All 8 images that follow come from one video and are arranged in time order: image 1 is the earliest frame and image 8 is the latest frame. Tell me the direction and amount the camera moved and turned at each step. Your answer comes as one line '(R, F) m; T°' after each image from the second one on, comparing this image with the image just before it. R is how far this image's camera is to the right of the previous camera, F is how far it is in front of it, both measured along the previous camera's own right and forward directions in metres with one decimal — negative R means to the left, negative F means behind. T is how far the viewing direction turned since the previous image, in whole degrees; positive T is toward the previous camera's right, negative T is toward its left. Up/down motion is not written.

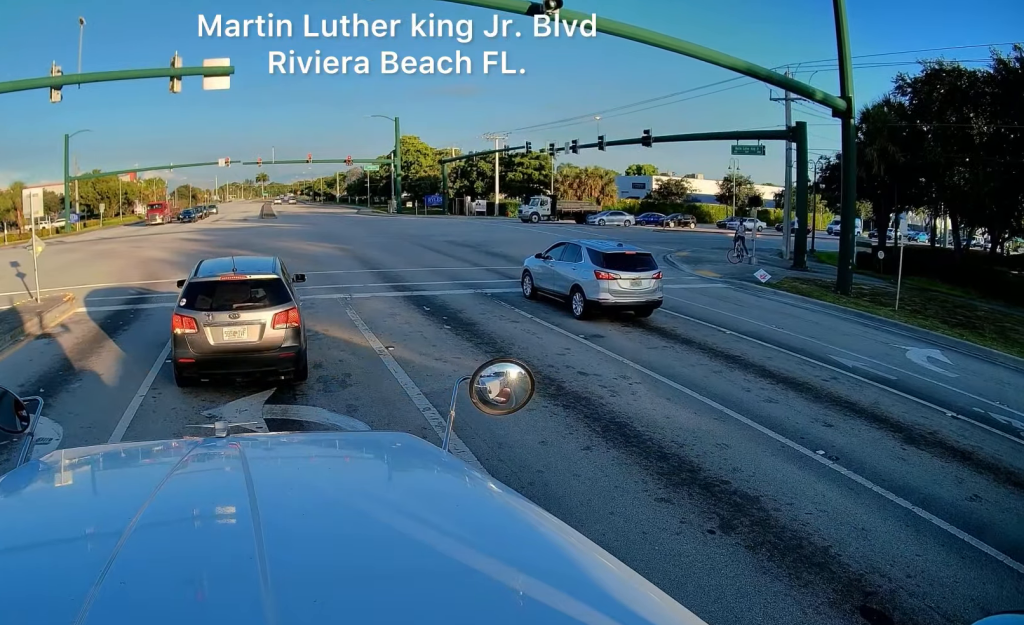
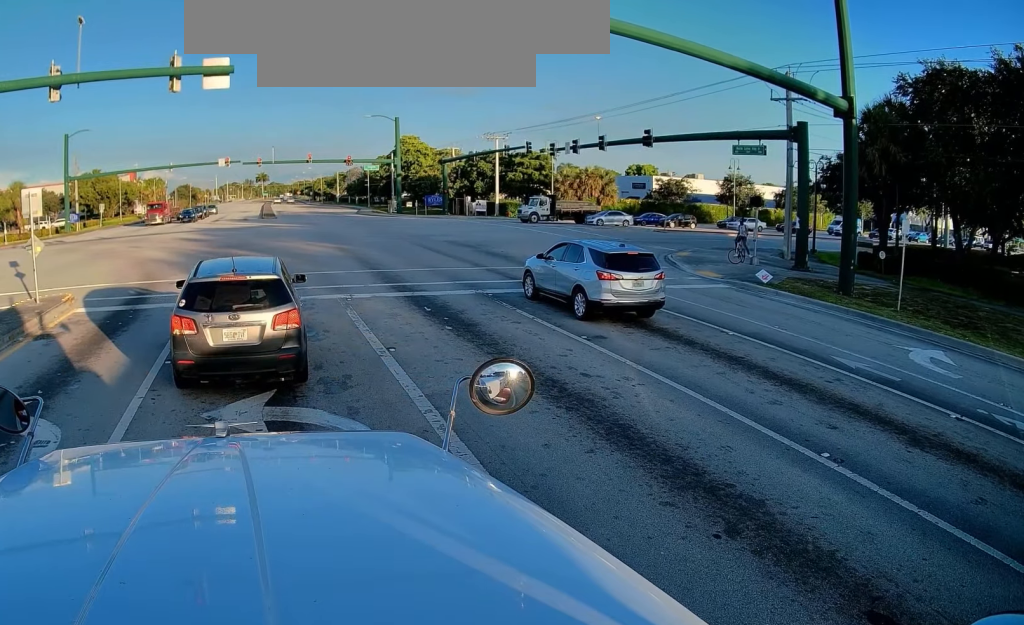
(0.0, 0.0) m; 0°
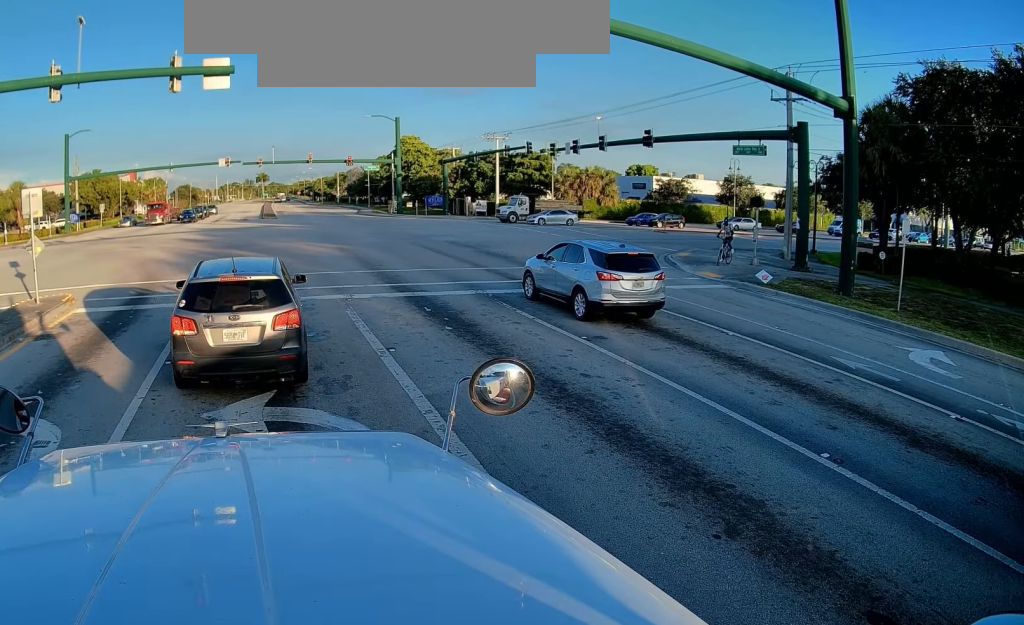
(0.0, 0.0) m; 0°
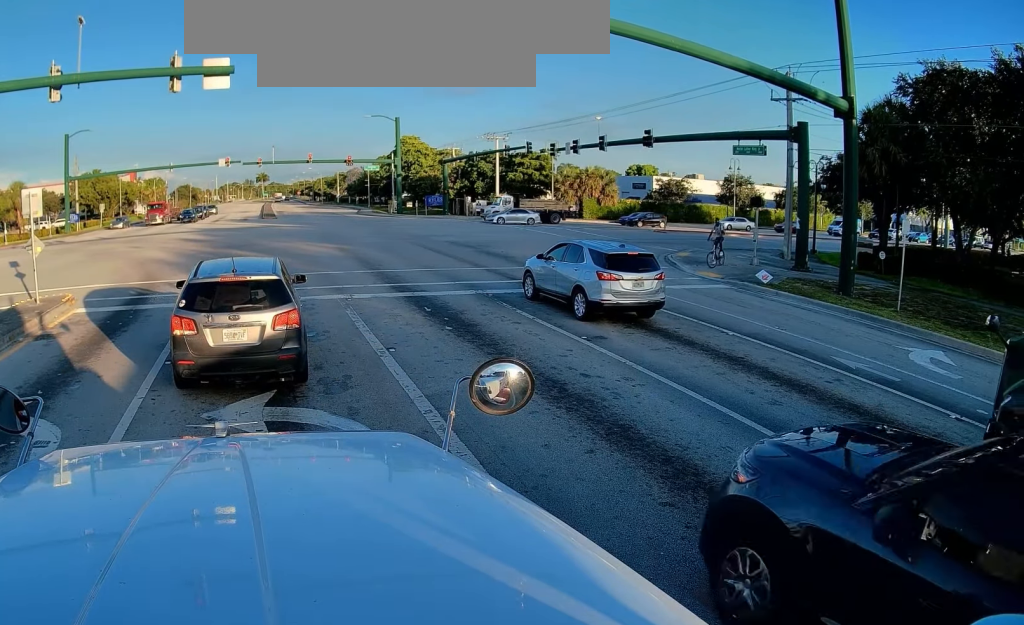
(0.0, 0.0) m; 0°
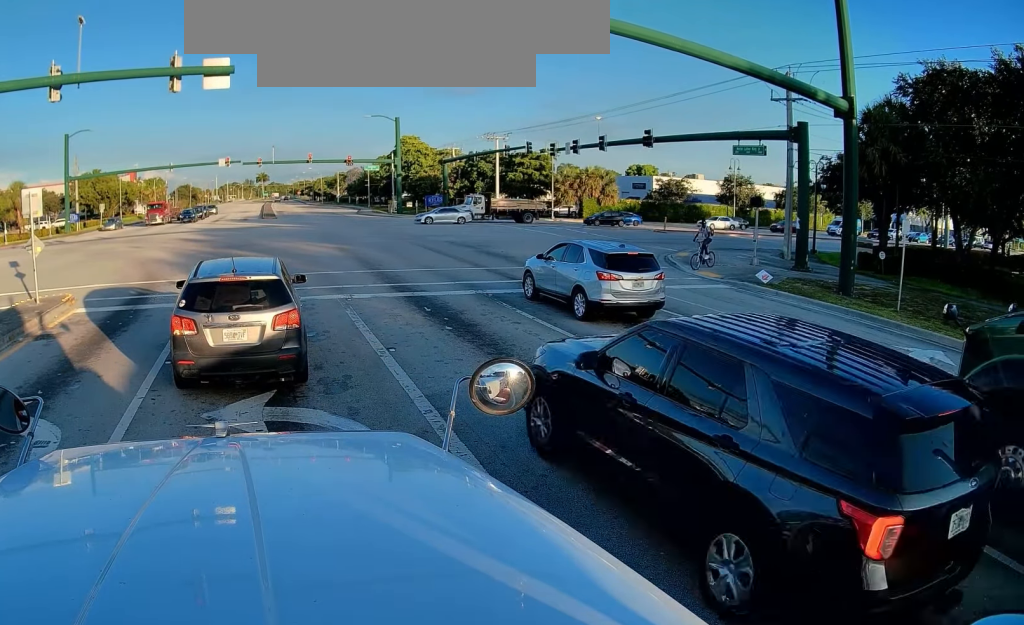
(0.0, 0.0) m; 0°
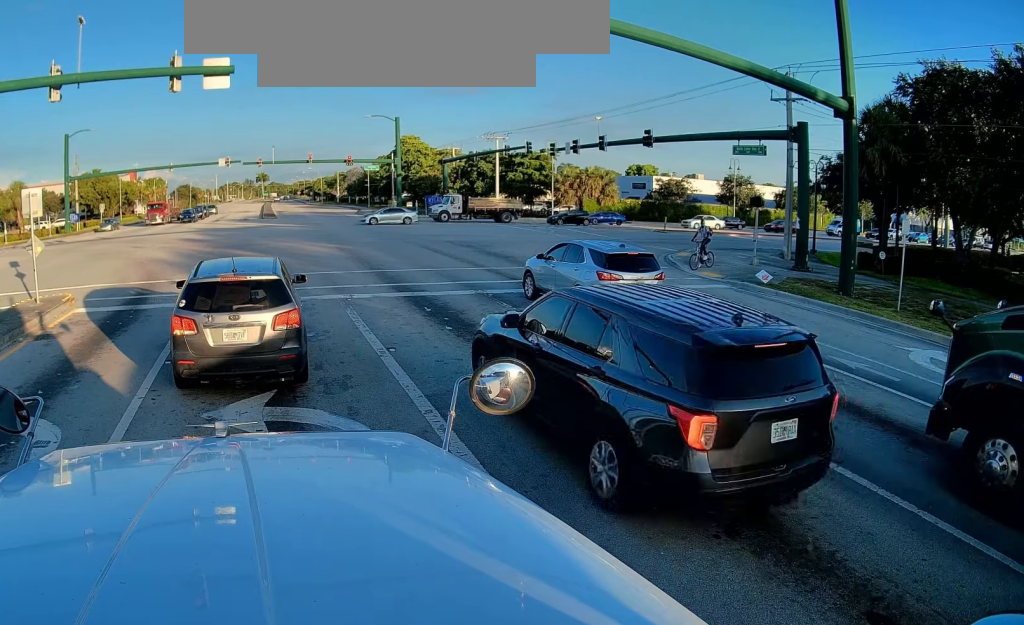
(0.0, 0.0) m; 0°
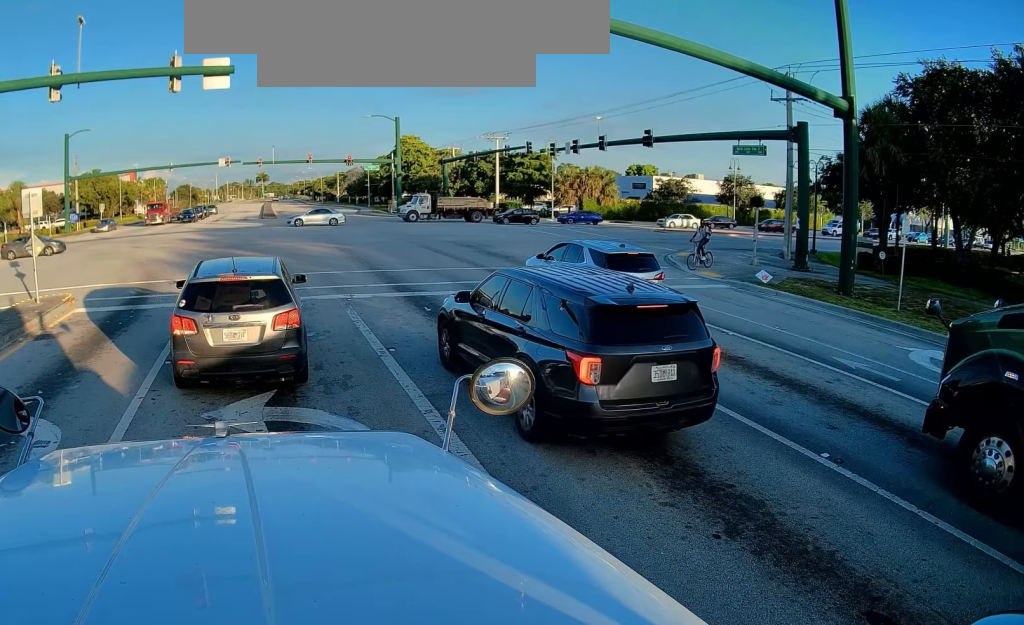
(0.0, 0.0) m; 0°
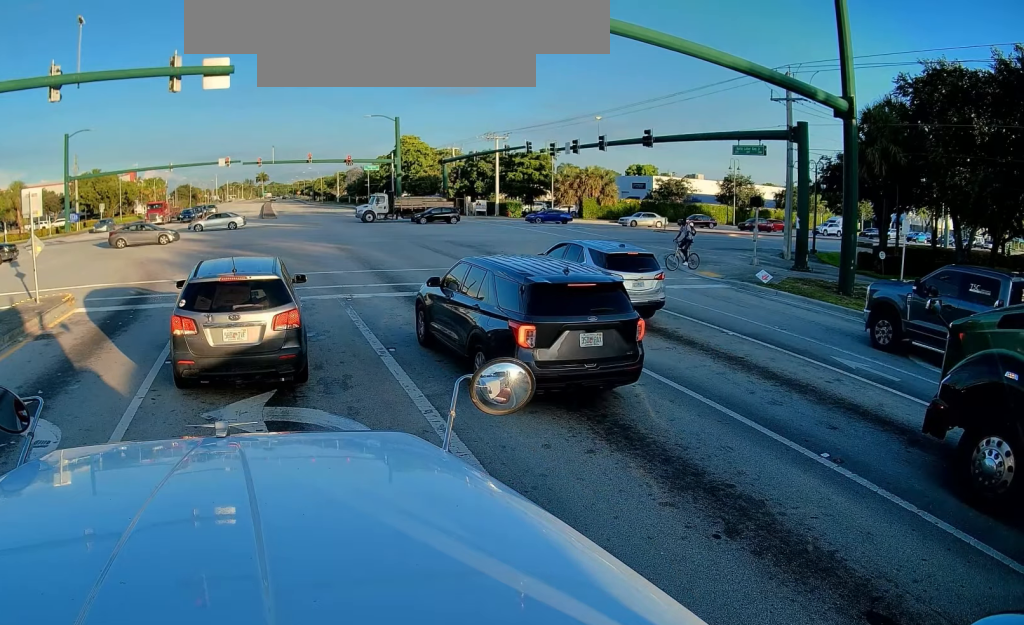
(0.0, 0.0) m; 0°
